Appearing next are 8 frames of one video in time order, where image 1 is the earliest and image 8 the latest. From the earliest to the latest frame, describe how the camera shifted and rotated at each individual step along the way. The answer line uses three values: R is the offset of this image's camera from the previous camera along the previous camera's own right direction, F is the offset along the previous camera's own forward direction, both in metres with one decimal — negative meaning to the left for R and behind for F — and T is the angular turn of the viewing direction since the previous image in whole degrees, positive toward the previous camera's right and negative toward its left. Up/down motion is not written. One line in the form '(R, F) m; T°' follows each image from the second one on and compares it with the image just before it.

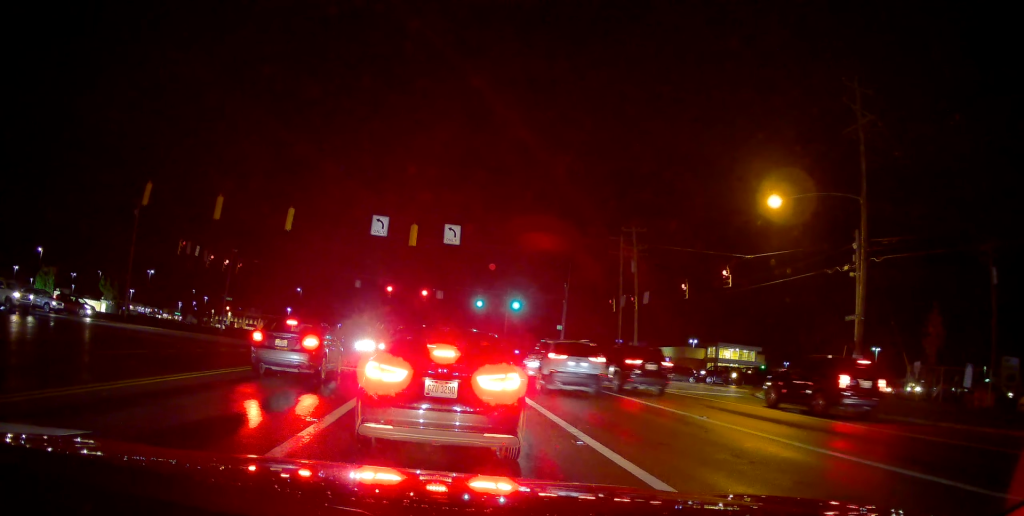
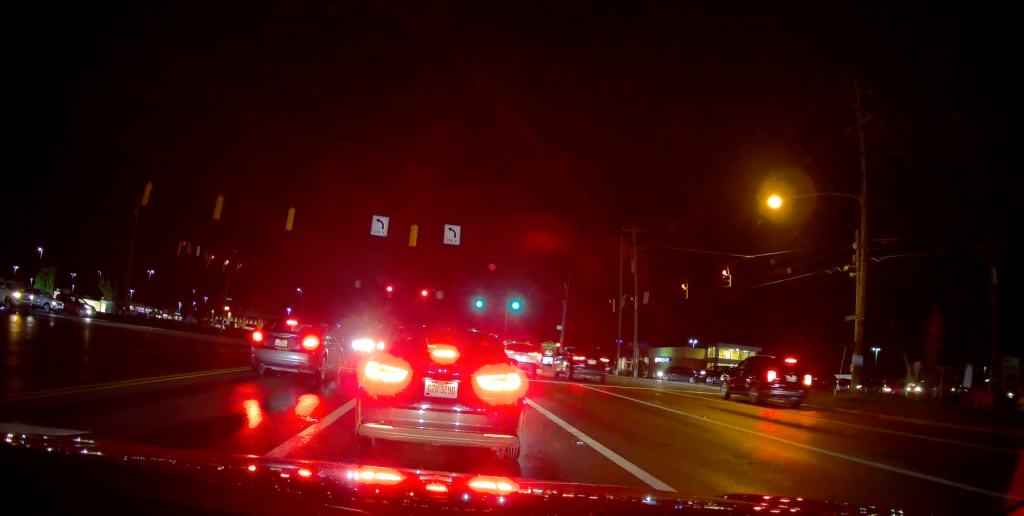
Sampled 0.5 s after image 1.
(0.0, 0.0) m; 0°
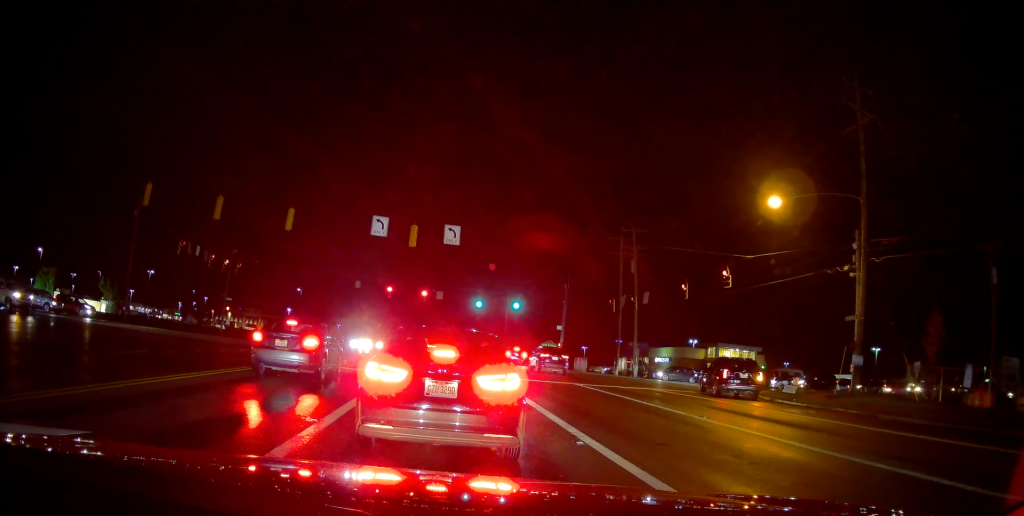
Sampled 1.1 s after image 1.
(0.0, 0.0) m; 0°
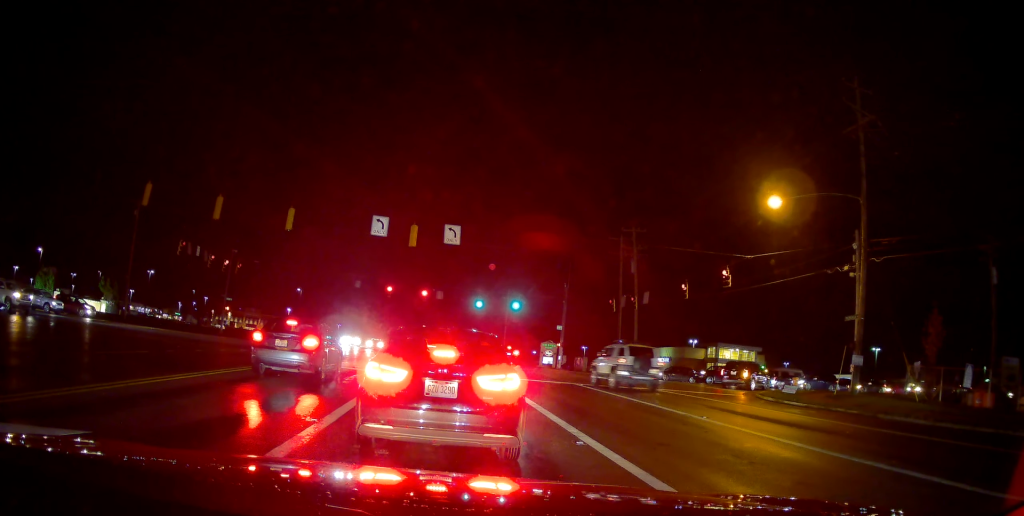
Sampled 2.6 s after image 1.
(0.0, 0.0) m; 0°
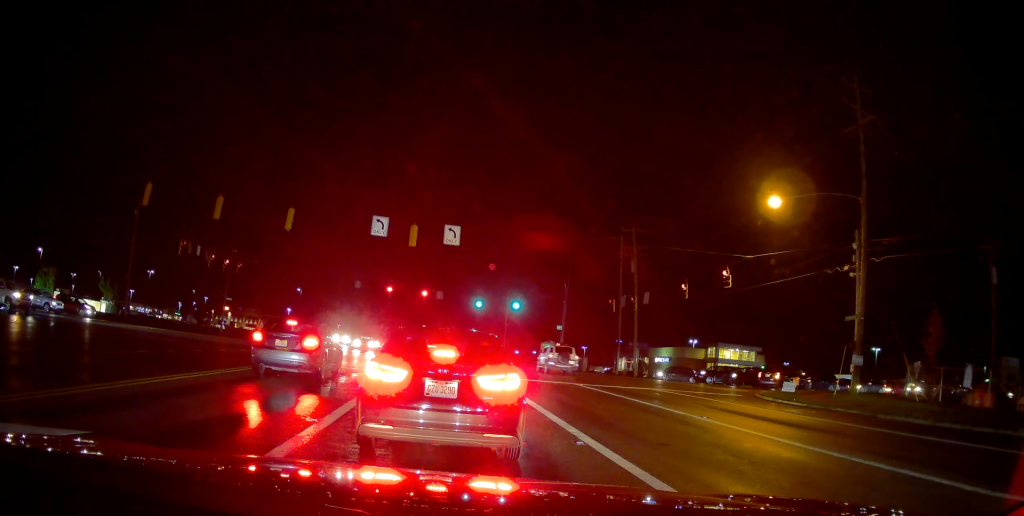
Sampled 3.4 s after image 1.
(0.0, 0.0) m; 0°
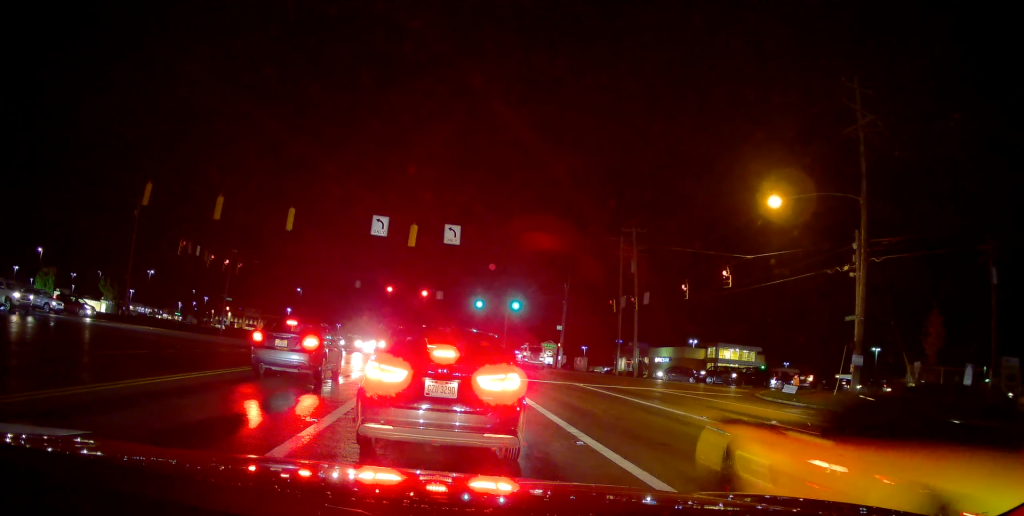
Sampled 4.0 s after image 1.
(0.0, 0.0) m; 0°
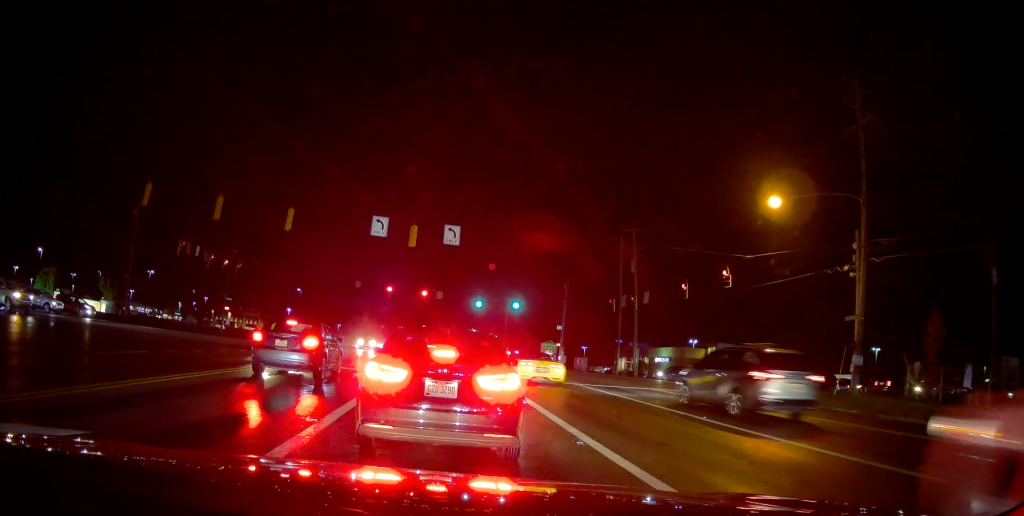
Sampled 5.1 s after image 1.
(0.0, 0.0) m; 0°
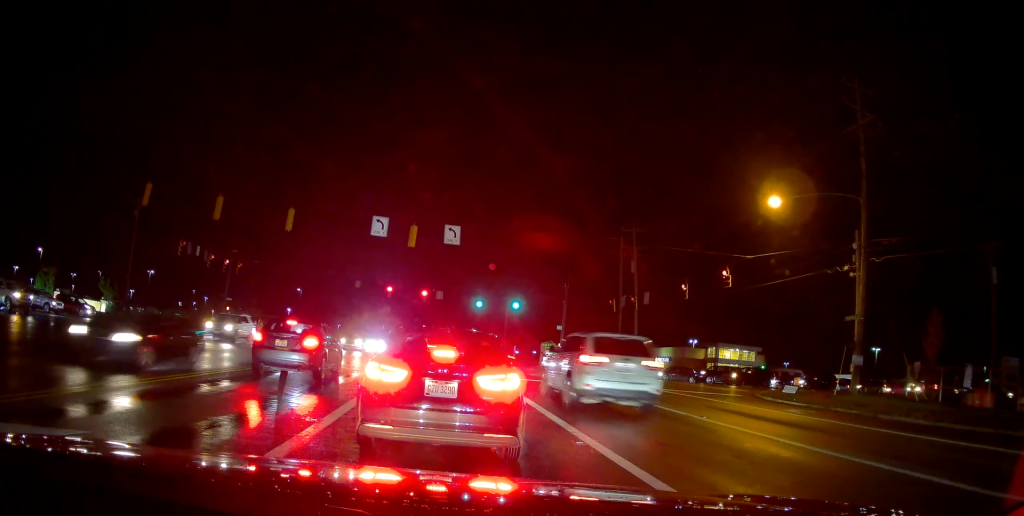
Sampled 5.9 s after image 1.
(0.0, 0.0) m; 0°
